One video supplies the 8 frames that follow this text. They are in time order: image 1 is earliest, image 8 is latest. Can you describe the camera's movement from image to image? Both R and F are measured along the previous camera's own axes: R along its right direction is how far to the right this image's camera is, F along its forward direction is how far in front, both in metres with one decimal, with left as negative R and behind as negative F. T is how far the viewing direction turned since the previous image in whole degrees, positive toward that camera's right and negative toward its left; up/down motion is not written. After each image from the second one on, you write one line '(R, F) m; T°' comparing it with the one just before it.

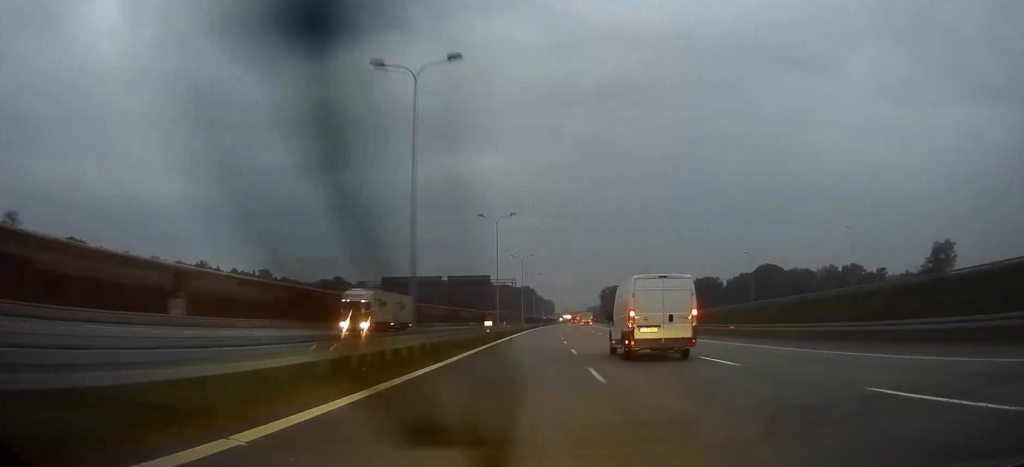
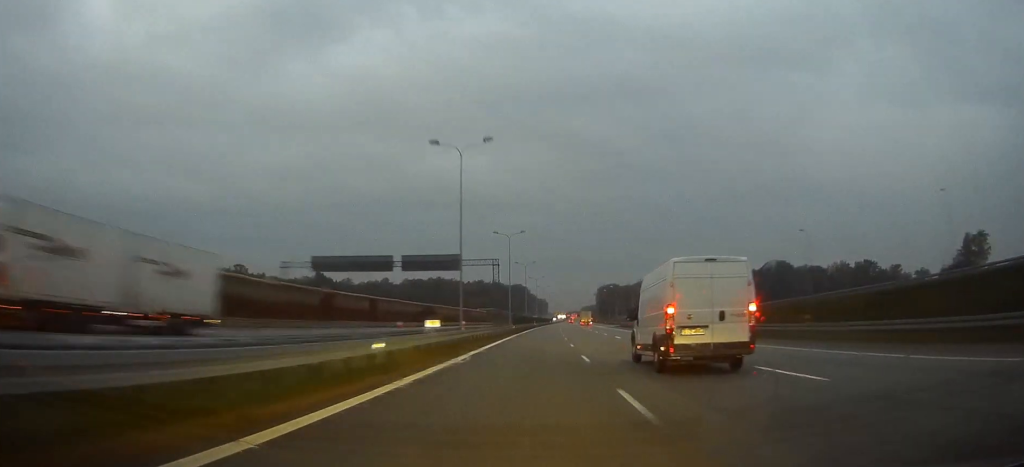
(+0.2, +29.6) m; +1°
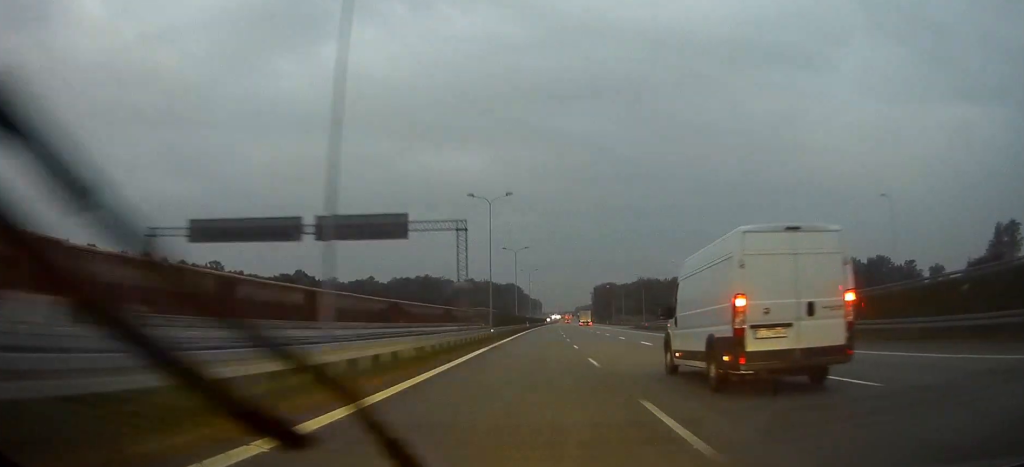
(+0.1, +26.0) m; +1°
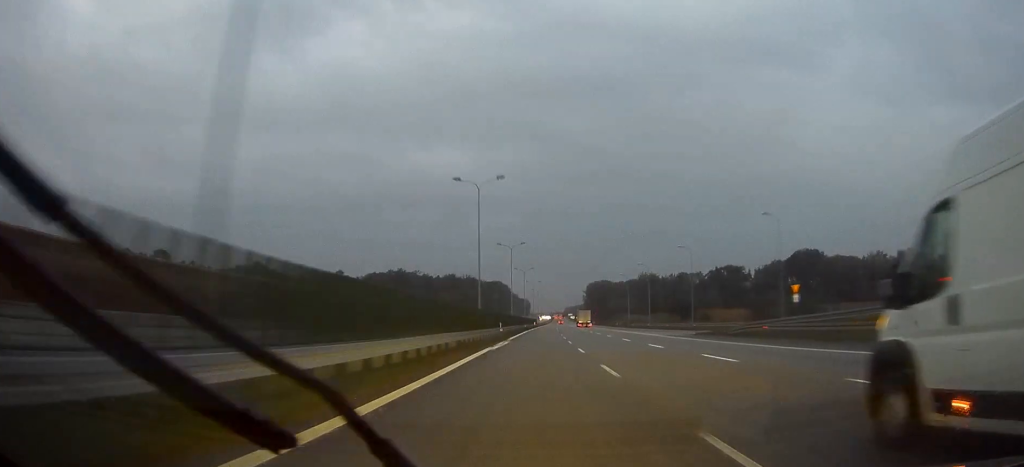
(+0.5, +51.1) m; +1°
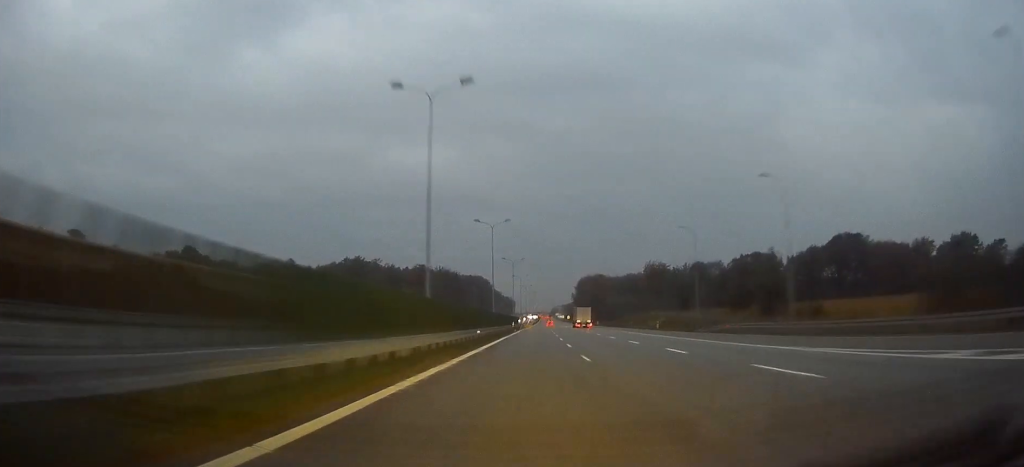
(+0.7, +66.8) m; +1°
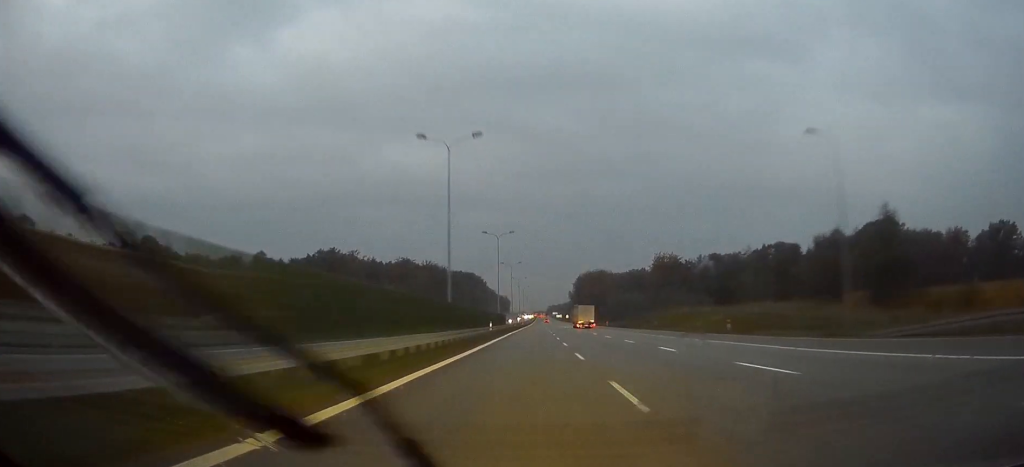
(+0.2, +35.3) m; 0°
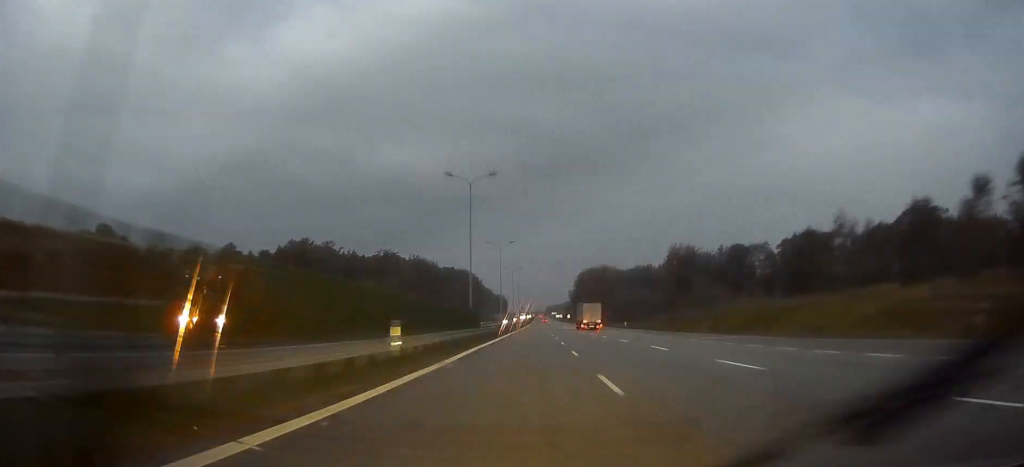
(+0.1, +34.2) m; 0°
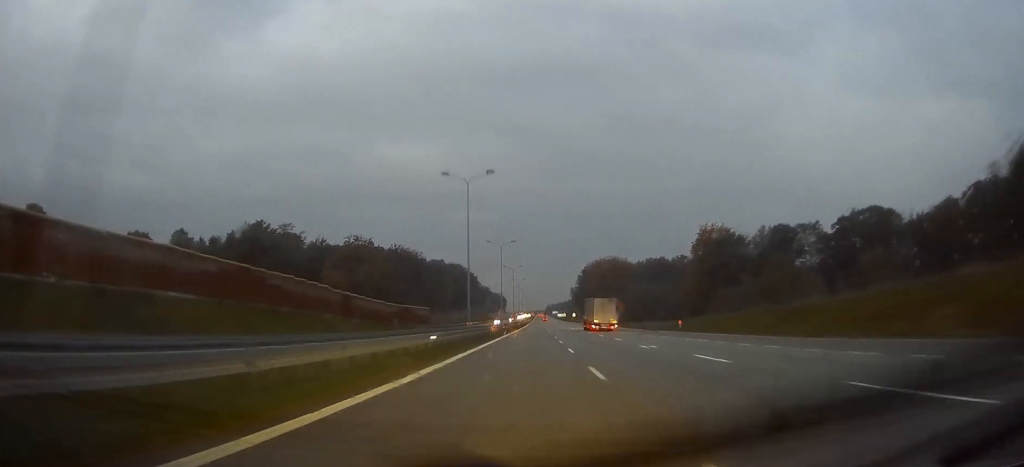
(0.0, +45.7) m; 0°
